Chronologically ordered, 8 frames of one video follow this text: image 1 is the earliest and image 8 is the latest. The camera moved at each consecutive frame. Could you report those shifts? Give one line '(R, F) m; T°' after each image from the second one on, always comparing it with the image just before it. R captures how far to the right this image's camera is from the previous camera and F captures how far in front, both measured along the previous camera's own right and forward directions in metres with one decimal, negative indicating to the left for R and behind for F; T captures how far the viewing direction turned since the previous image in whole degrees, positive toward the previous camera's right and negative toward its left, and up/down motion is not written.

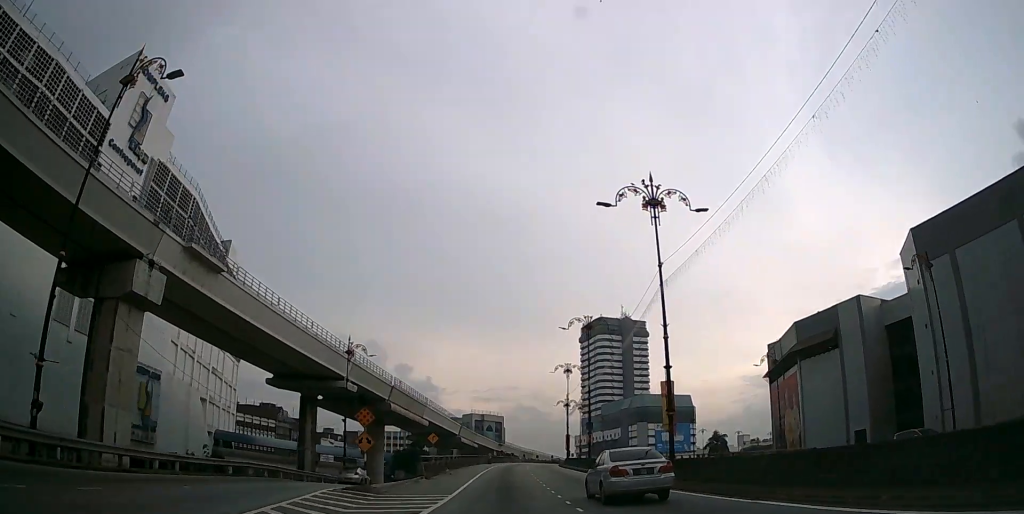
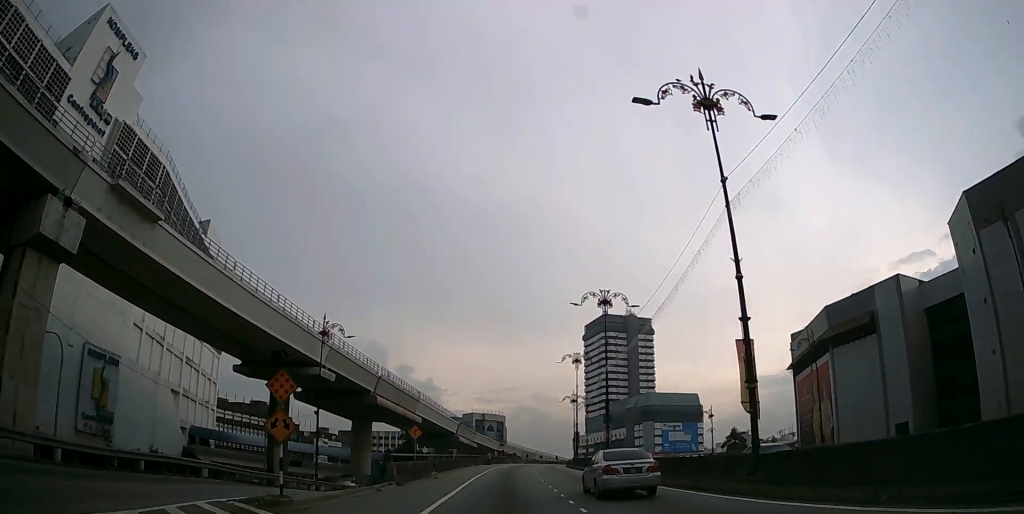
(0.0, +8.3) m; 0°
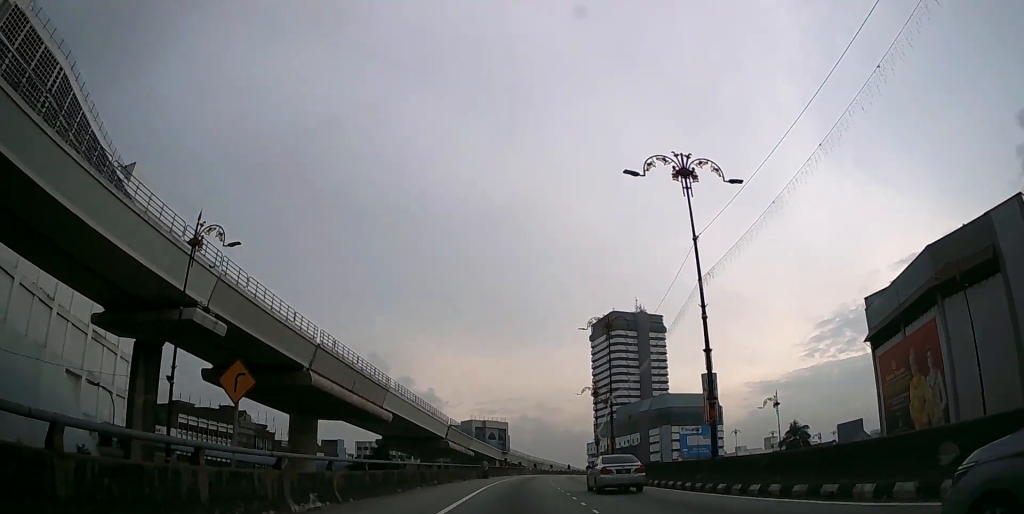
(0.0, +21.8) m; +1°
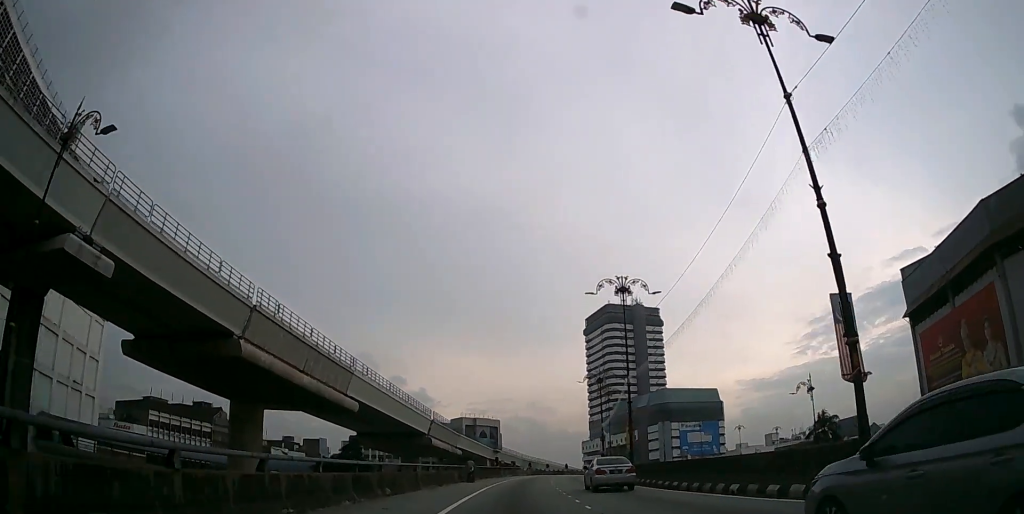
(0.0, +10.2) m; +1°
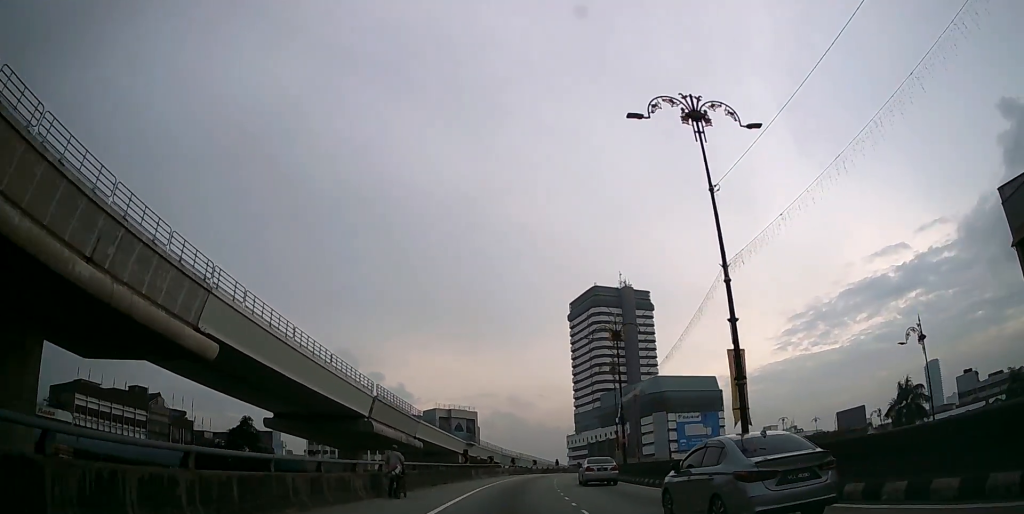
(+0.4, +21.9) m; +2°
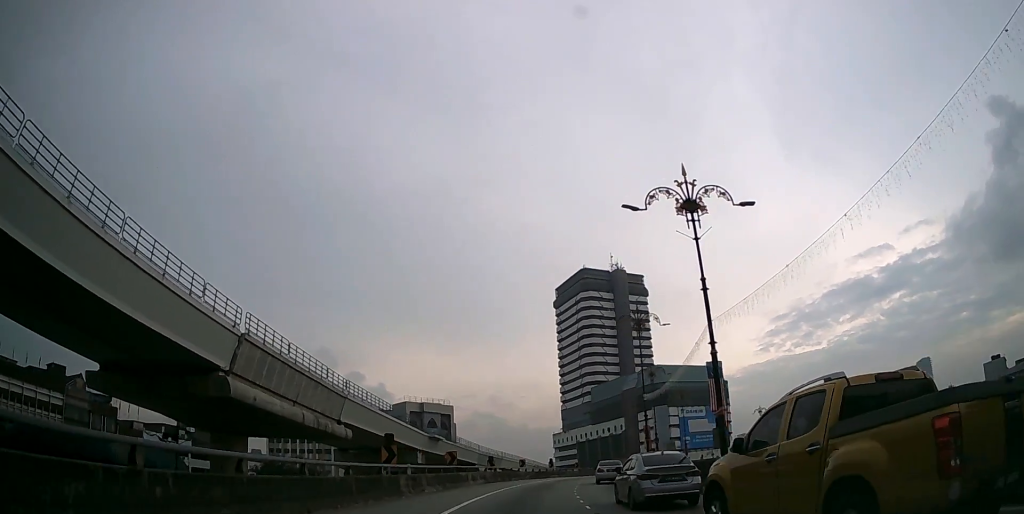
(+0.6, +25.8) m; +3°
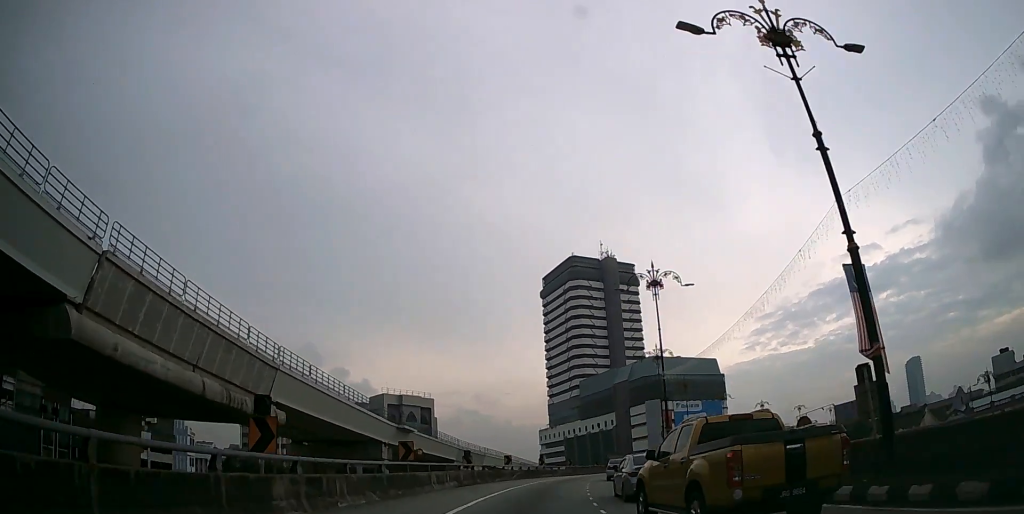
(+0.2, +10.4) m; +3°
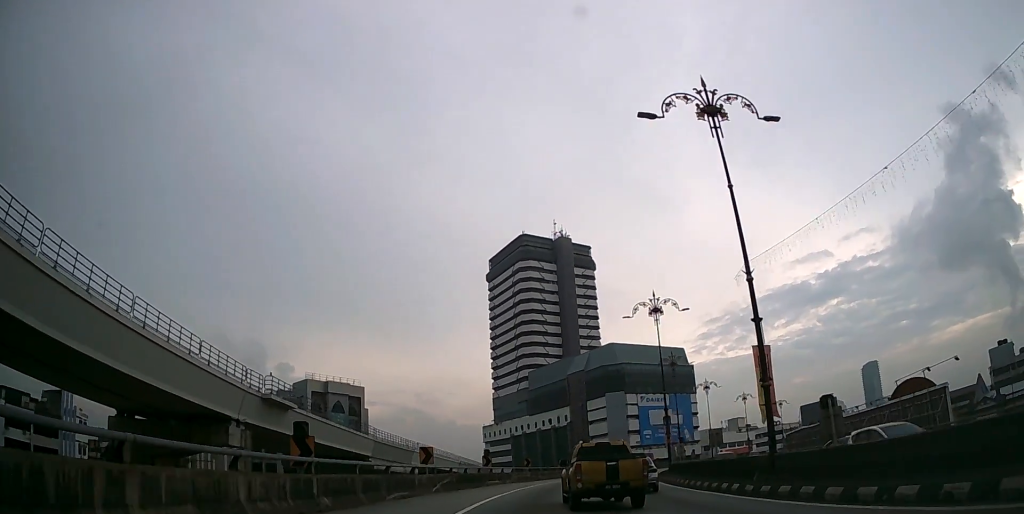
(+1.1, +21.0) m; +6°
